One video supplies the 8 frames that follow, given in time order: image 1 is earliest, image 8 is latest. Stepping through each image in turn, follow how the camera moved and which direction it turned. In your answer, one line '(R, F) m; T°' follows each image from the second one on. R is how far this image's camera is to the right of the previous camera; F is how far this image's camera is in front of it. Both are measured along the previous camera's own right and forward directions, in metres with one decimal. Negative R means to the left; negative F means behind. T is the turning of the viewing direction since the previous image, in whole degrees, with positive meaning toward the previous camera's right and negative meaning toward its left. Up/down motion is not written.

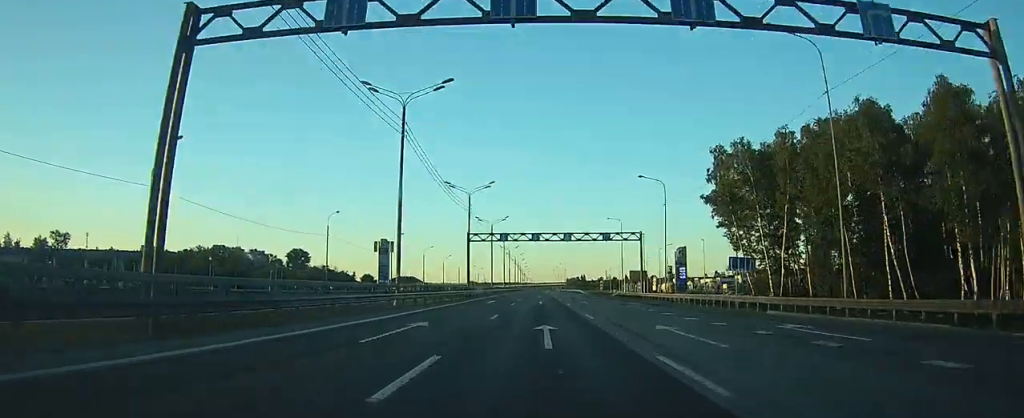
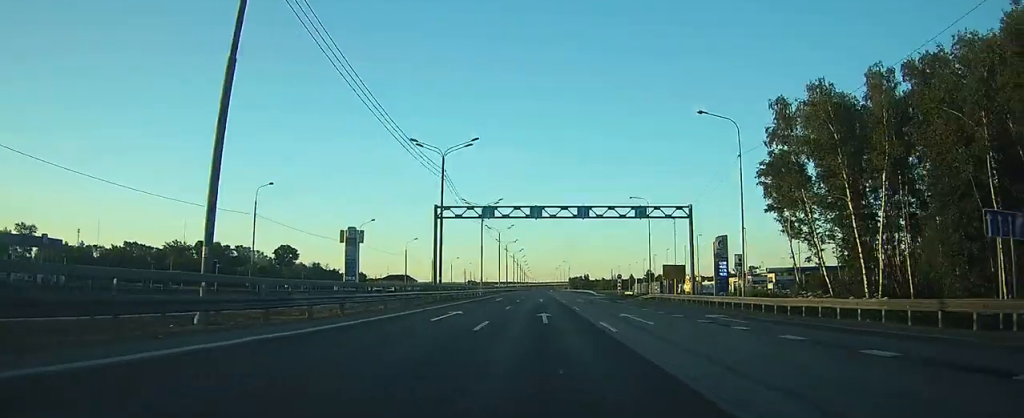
(0.0, +21.6) m; 0°
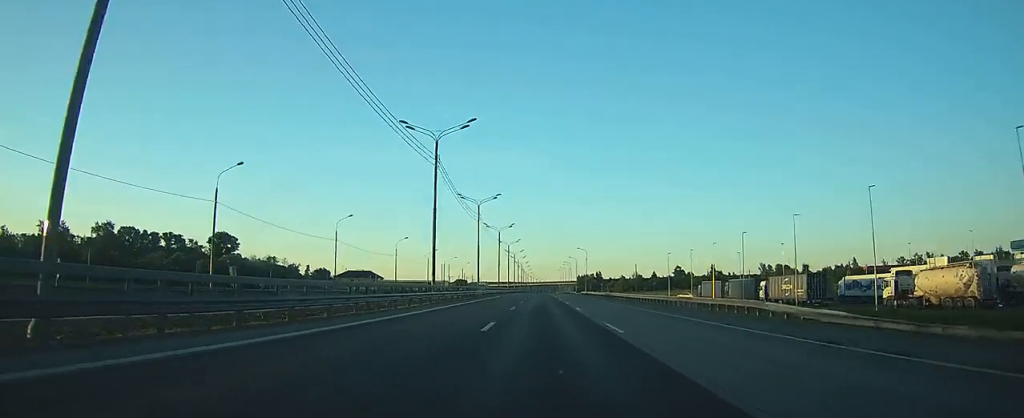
(-0.5, +79.5) m; 0°
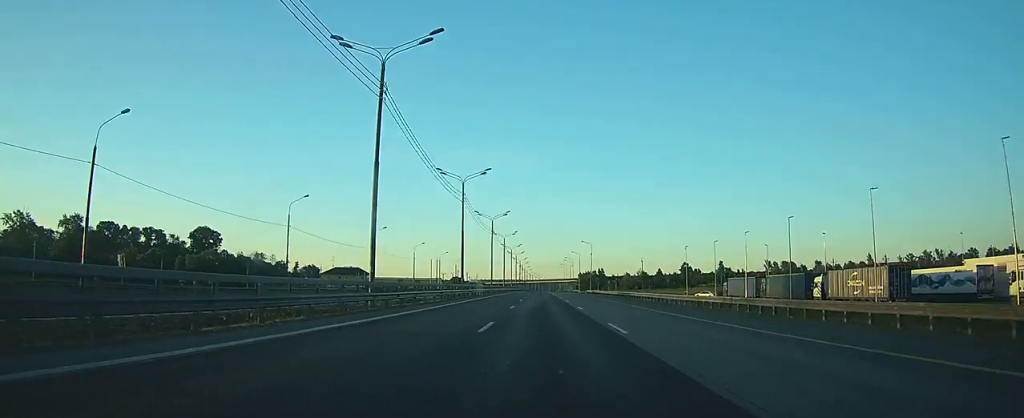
(0.0, +16.7) m; 0°
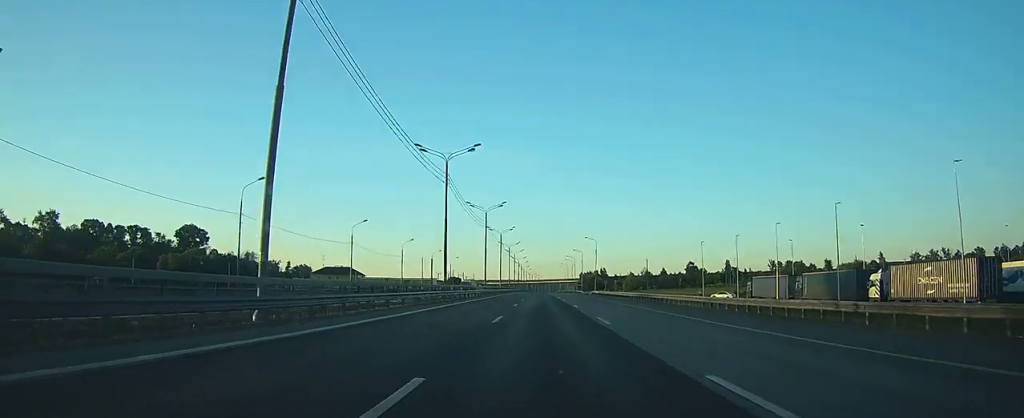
(0.0, +11.8) m; 0°
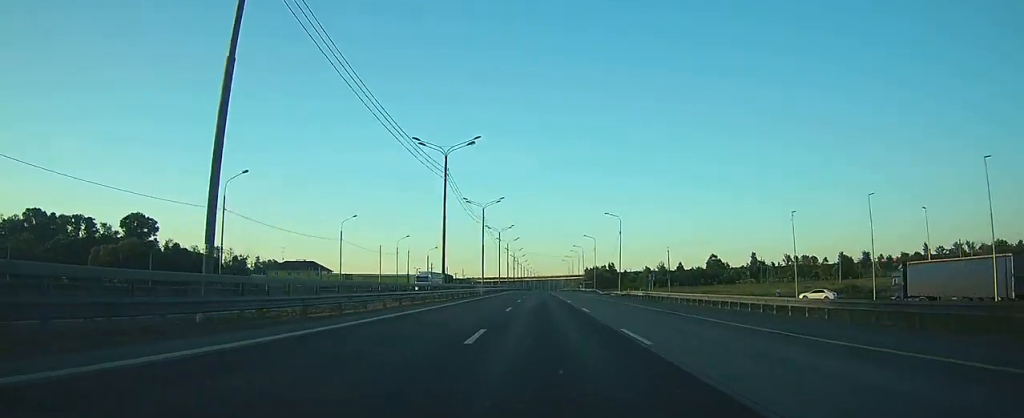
(0.0, +39.3) m; 0°
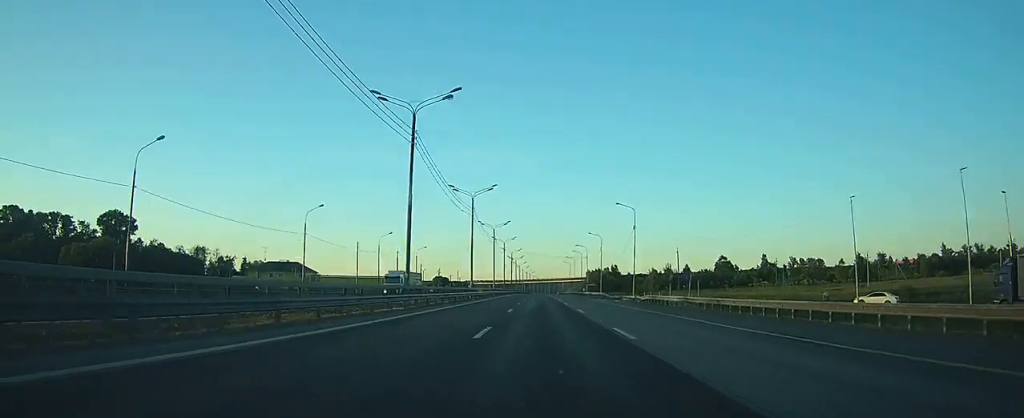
(0.0, +13.8) m; 0°
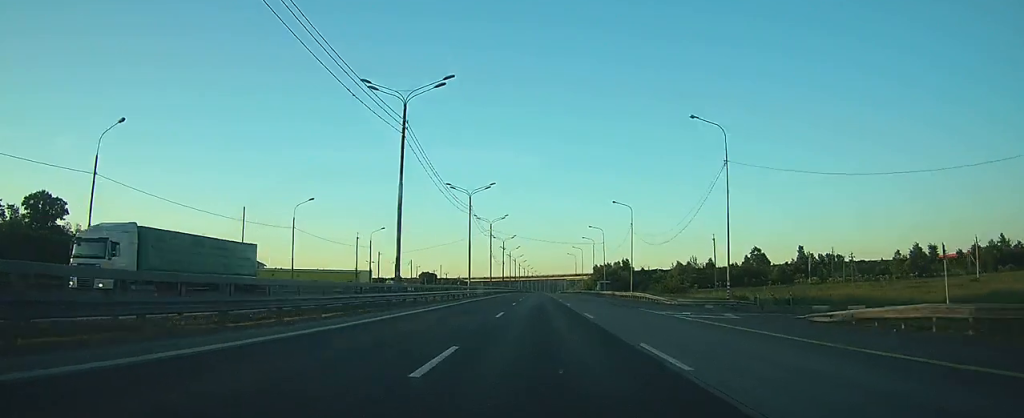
(+0.2, +38.3) m; 0°
